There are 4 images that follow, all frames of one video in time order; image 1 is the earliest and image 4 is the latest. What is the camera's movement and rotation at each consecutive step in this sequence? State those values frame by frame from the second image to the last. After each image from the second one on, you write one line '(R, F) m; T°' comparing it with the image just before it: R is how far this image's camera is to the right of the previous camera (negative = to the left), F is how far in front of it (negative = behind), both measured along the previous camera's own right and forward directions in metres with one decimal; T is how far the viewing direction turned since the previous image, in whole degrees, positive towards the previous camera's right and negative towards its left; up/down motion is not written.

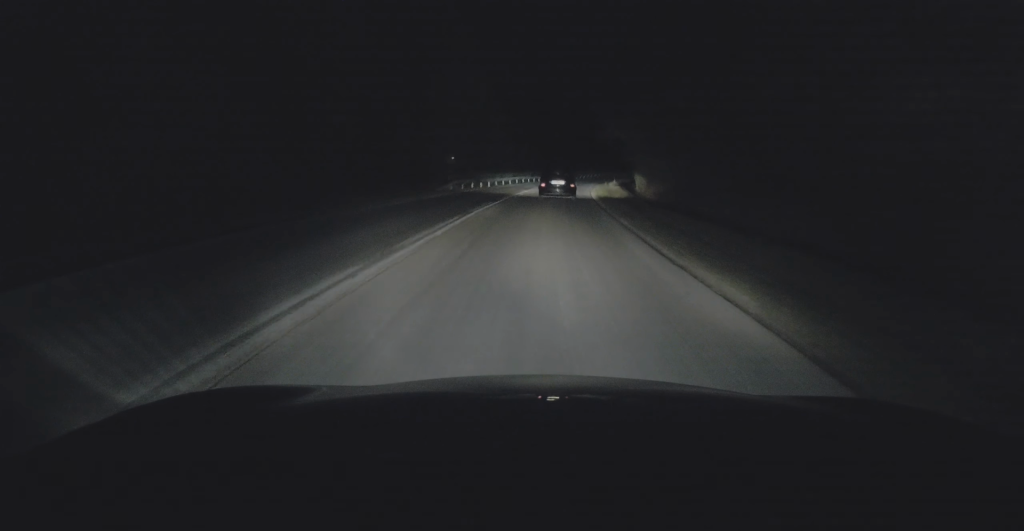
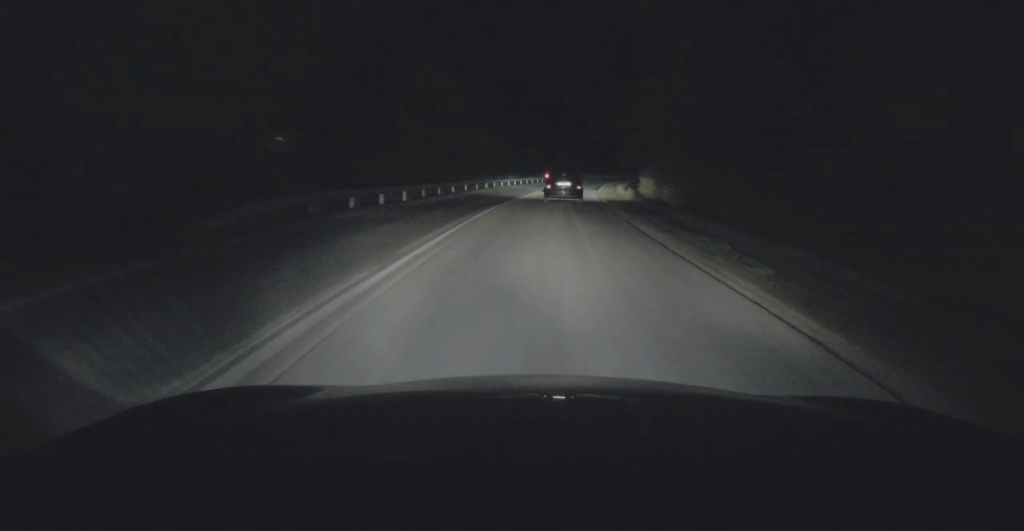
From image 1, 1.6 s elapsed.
(+0.5, +27.6) m; +3°
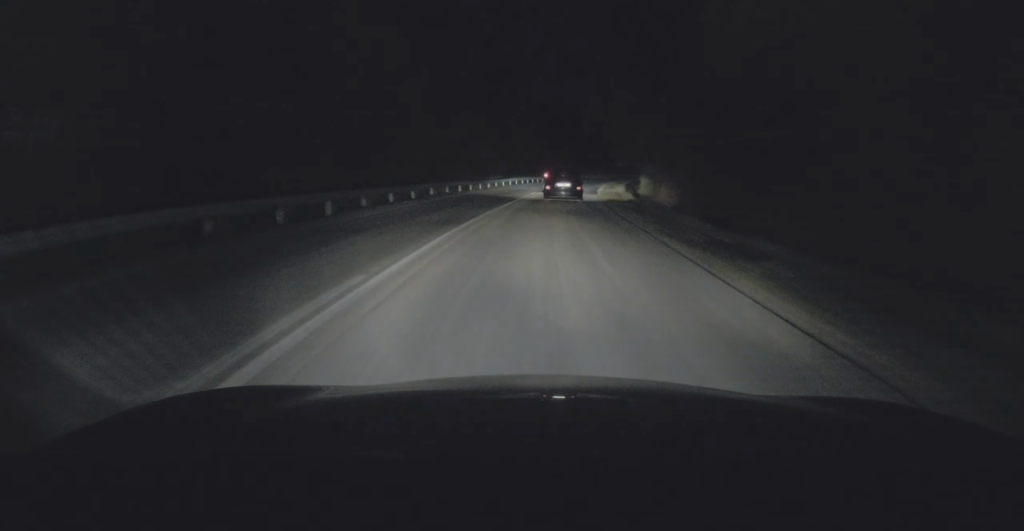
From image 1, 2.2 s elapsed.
(+0.2, +9.0) m; +1°
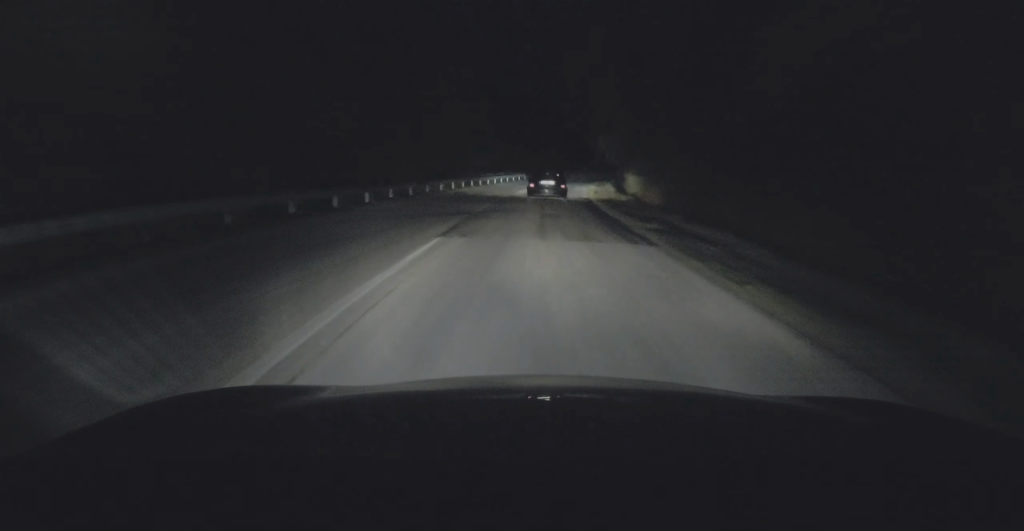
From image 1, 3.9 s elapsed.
(+0.8, +28.7) m; +3°
